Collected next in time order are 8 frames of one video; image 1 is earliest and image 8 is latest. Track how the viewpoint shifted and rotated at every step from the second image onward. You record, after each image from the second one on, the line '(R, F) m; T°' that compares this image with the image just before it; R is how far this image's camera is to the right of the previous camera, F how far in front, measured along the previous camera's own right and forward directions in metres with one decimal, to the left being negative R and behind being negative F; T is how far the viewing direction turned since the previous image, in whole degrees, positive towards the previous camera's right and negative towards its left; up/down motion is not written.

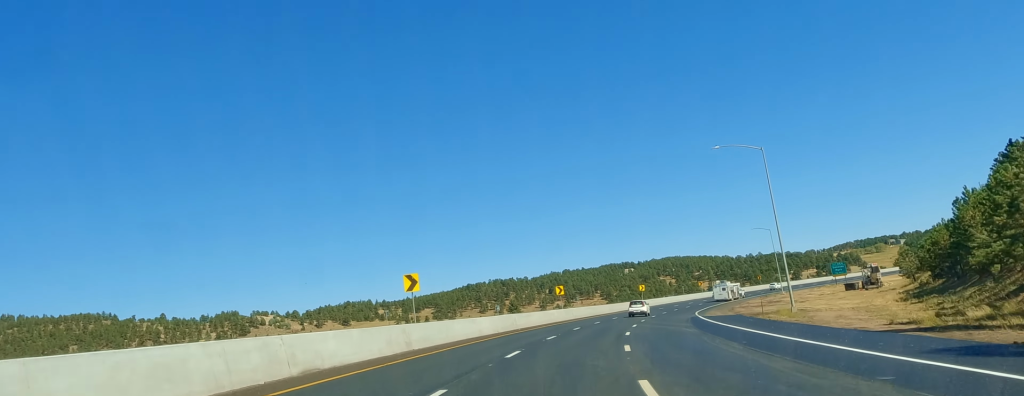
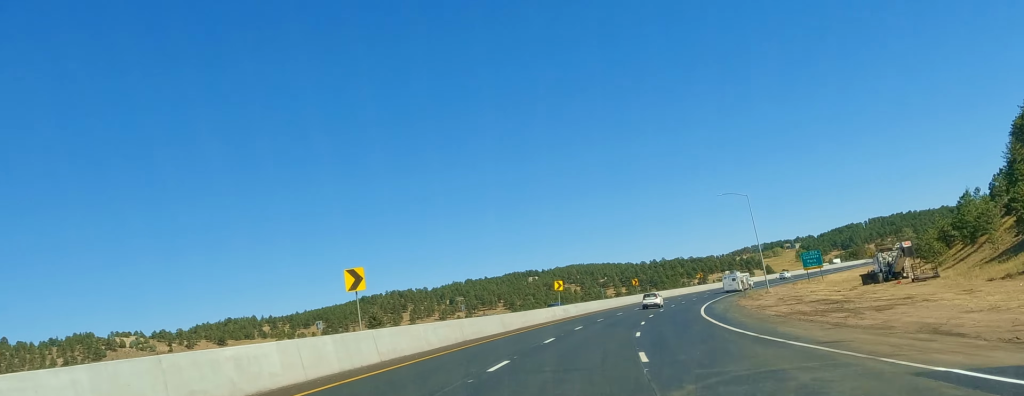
(+3.2, +52.6) m; +10°
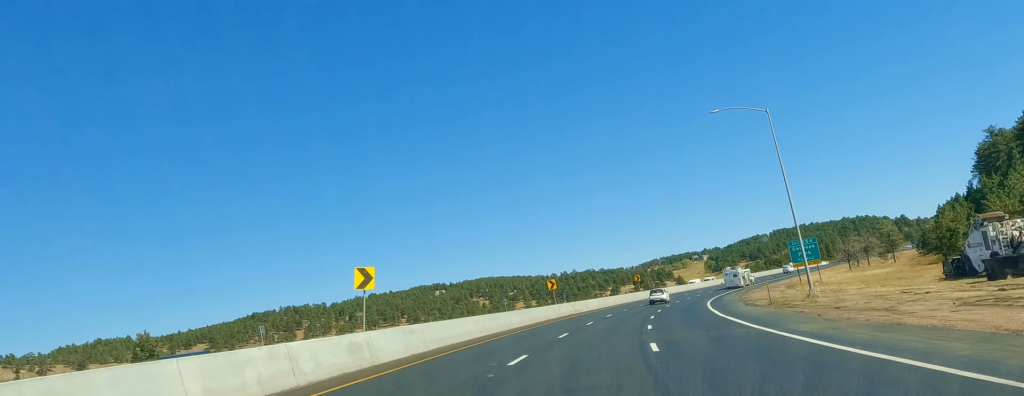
(+4.5, +47.0) m; +8°
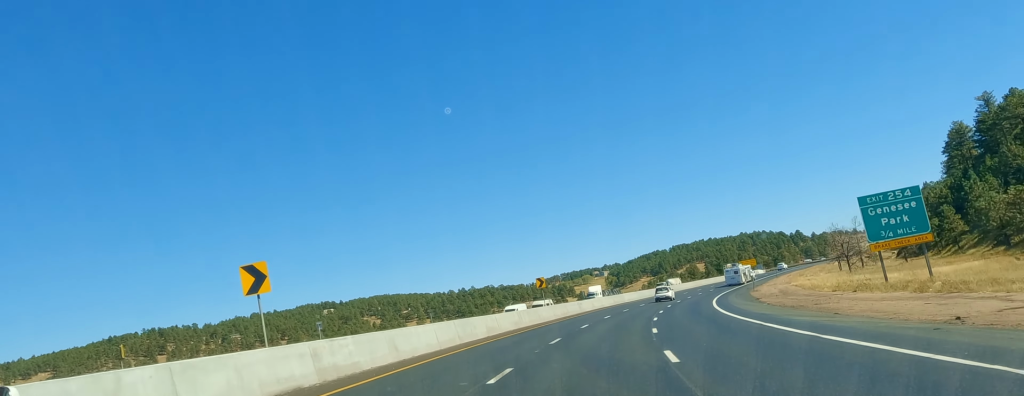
(+2.2, +52.5) m; +6°
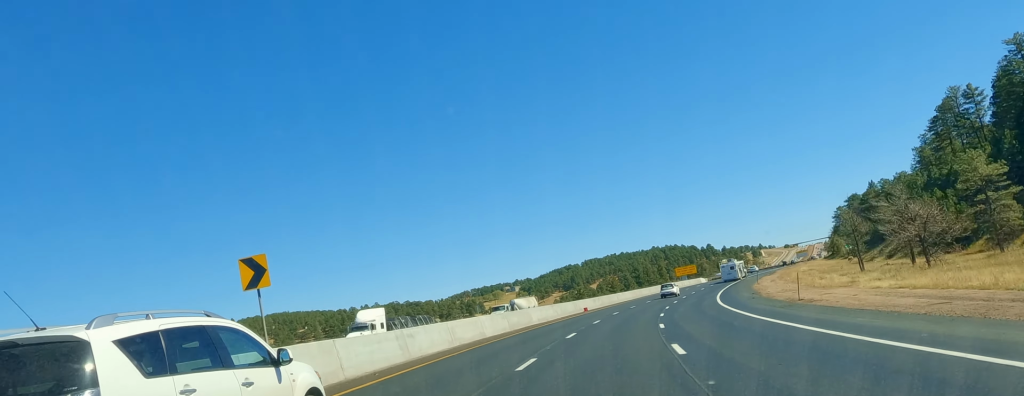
(+3.3, +45.9) m; +7°
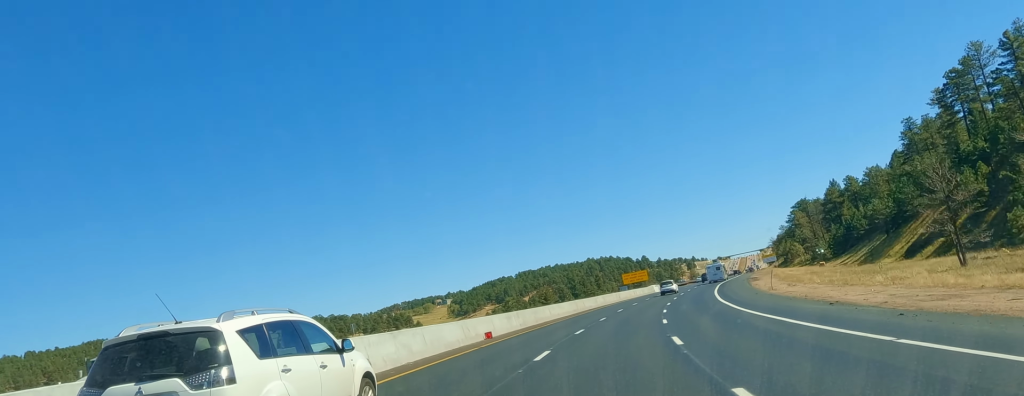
(+1.5, +34.0) m; +5°
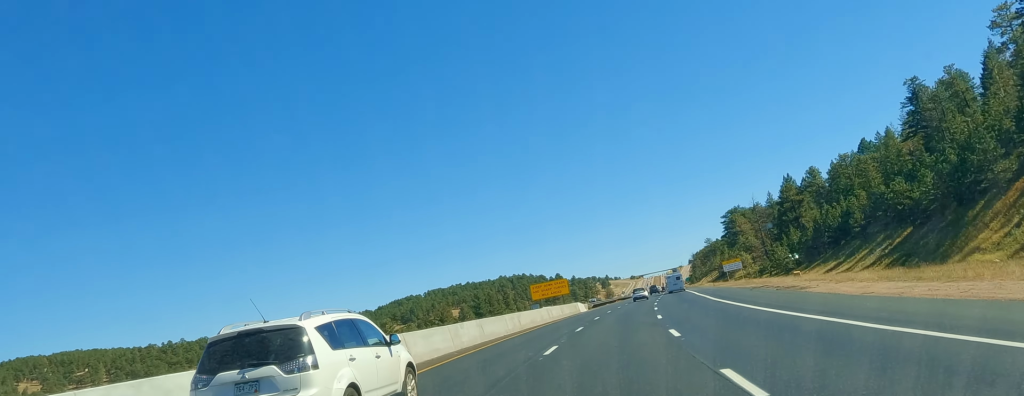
(+3.1, +47.0) m; +5°
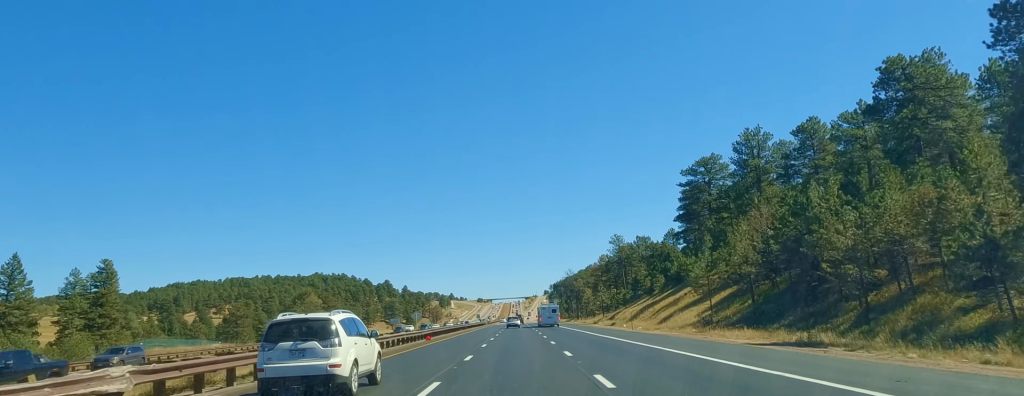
(+8.9, +189.2) m; +3°
